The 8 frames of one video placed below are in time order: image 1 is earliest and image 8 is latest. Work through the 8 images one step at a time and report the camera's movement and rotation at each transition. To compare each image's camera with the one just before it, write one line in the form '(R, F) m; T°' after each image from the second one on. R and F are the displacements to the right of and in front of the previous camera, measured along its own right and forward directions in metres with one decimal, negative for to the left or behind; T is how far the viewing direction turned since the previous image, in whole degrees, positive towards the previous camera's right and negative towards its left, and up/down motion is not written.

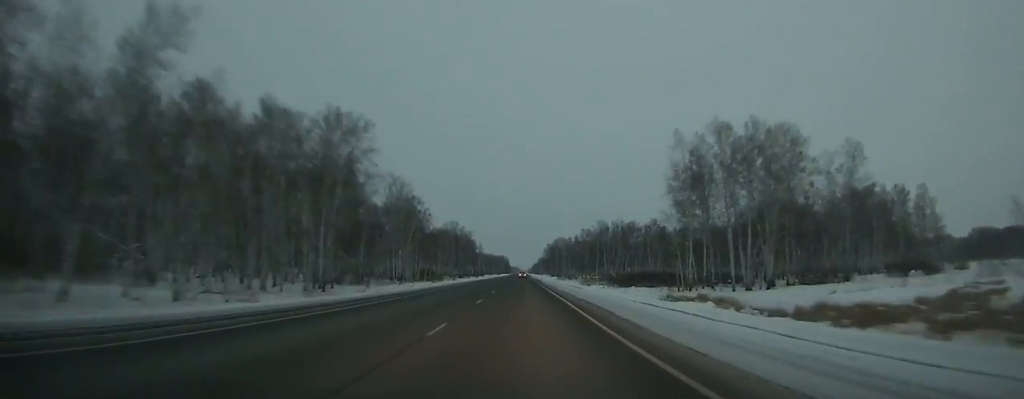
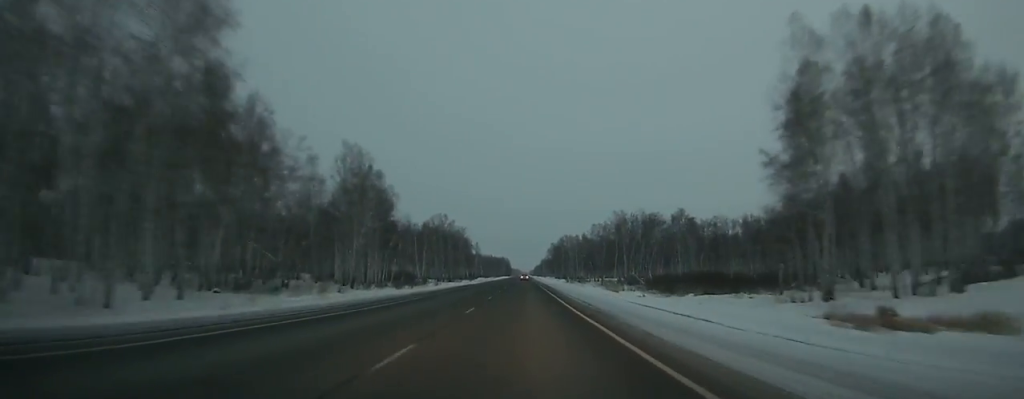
(0.0, +39.9) m; 0°
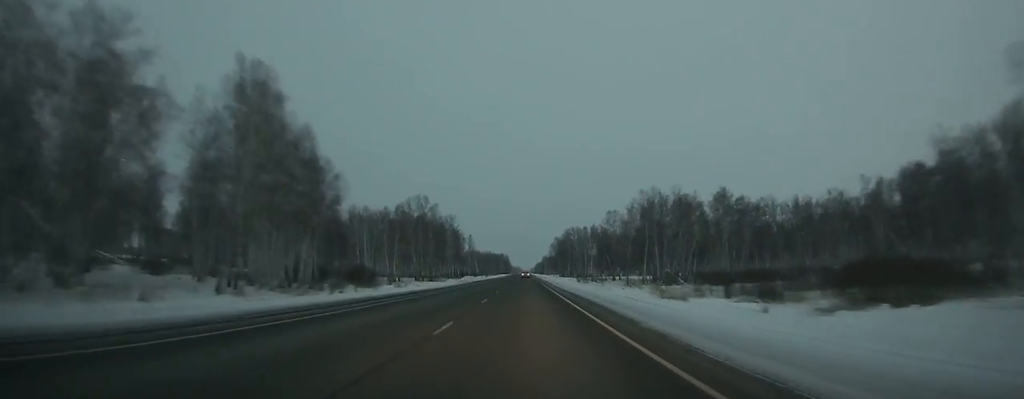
(-0.1, +43.0) m; 0°
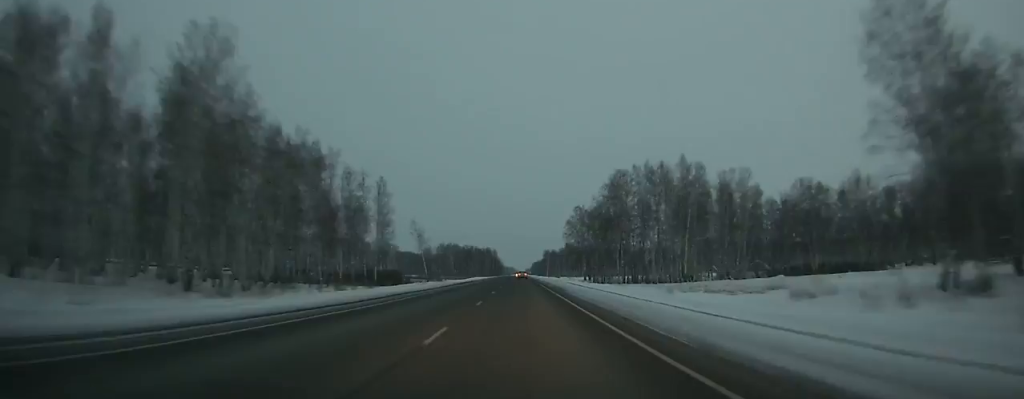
(+0.2, +169.5) m; 0°
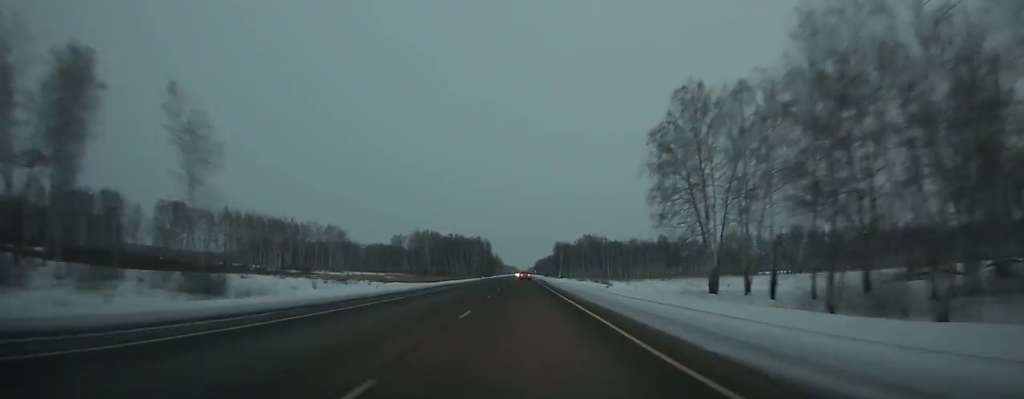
(-0.1, +126.9) m; 0°
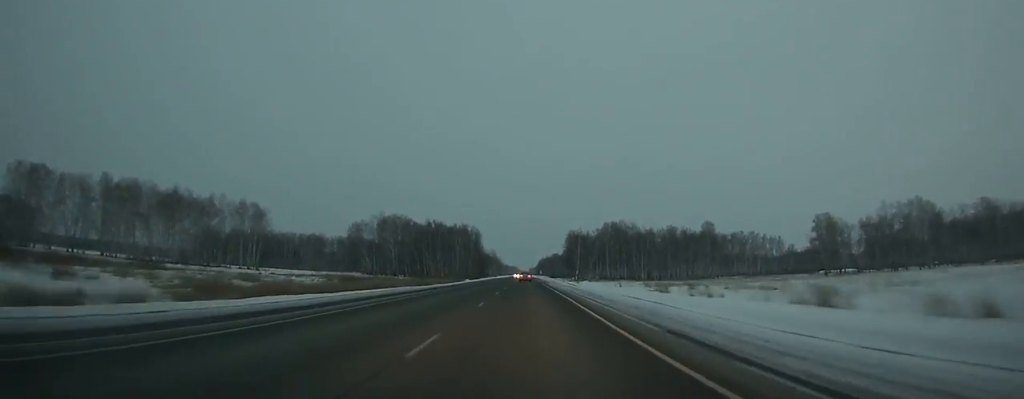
(+0.2, +89.6) m; 0°
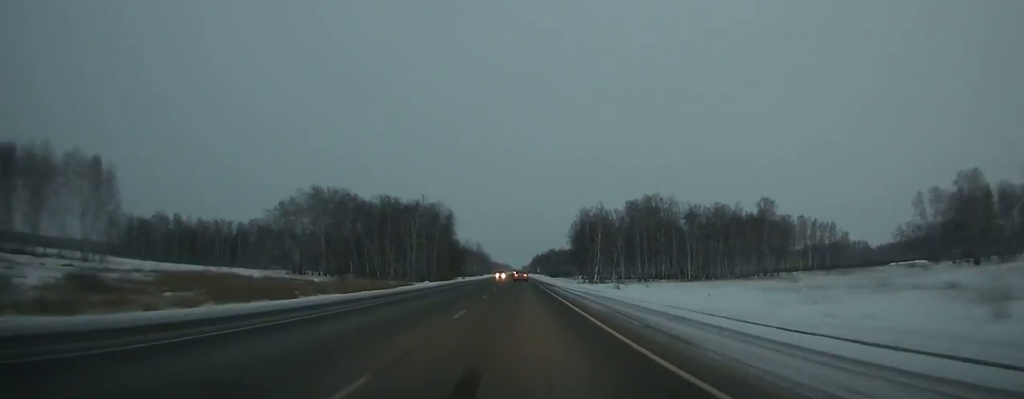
(+0.1, +76.5) m; 0°
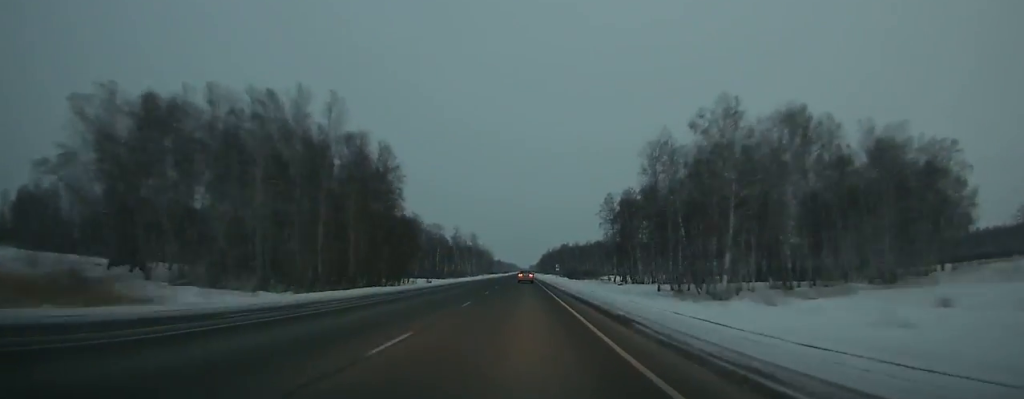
(-0.1, +87.0) m; 0°
